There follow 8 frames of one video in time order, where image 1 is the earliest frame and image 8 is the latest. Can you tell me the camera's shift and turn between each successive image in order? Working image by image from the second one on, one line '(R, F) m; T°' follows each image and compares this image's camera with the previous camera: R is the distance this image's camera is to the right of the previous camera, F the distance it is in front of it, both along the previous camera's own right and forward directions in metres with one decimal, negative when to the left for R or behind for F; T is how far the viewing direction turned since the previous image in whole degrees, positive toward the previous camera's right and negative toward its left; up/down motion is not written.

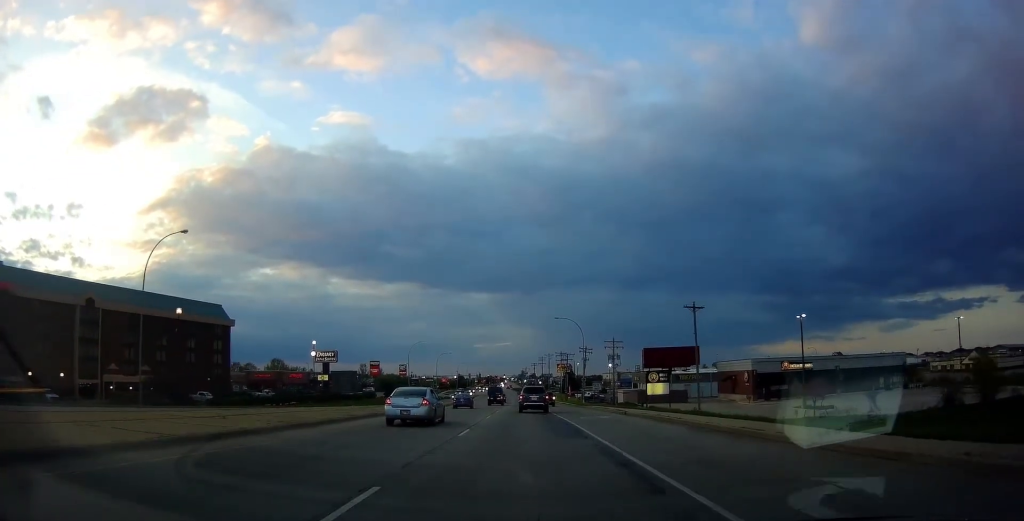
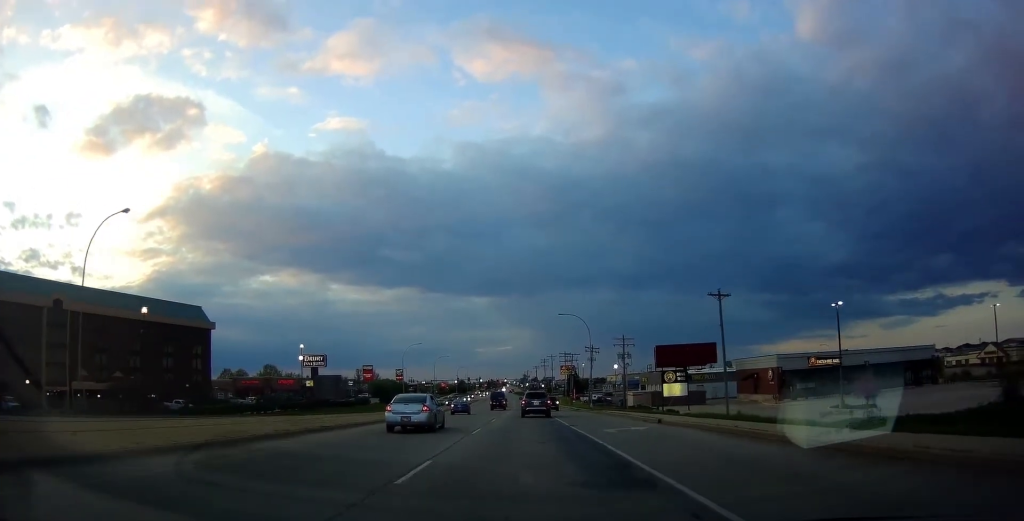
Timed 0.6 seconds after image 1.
(0.0, +8.4) m; 0°
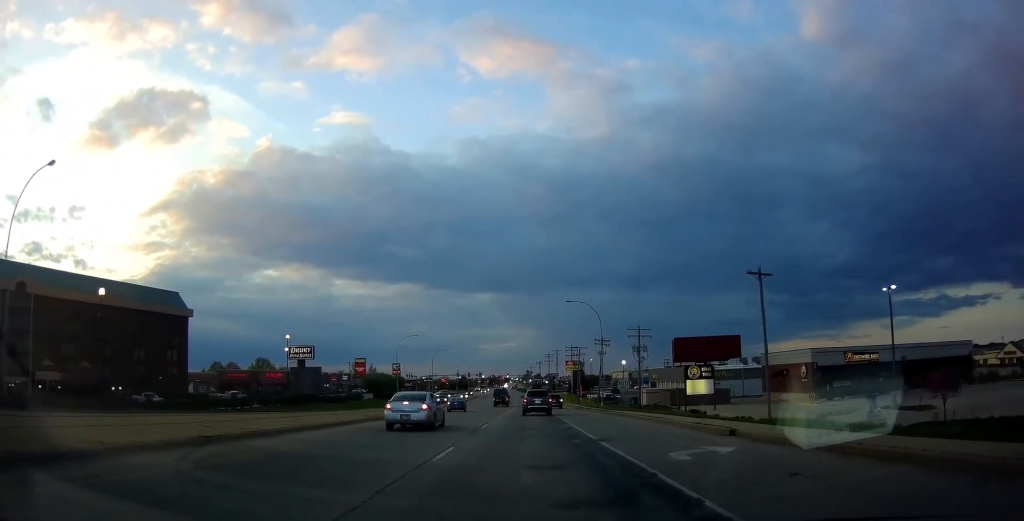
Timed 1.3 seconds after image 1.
(0.0, +9.3) m; 0°
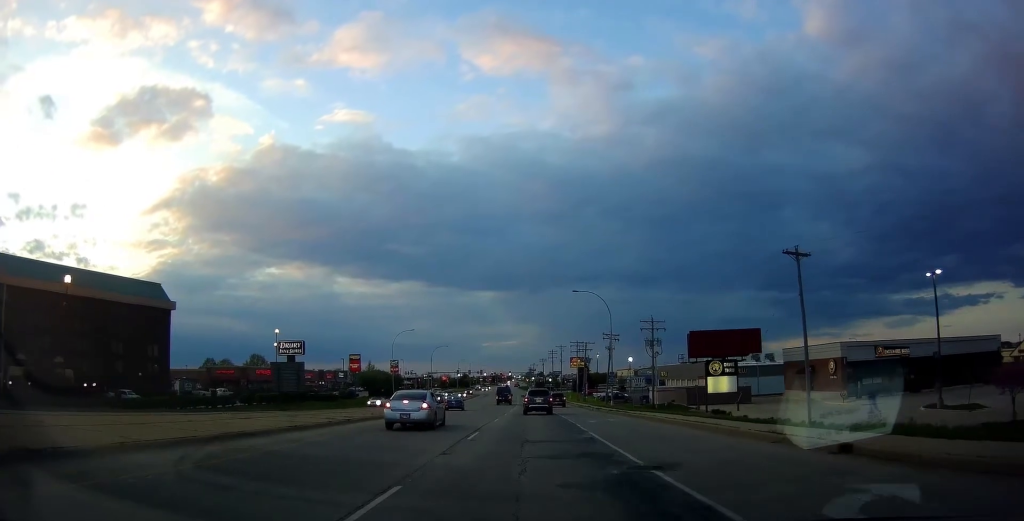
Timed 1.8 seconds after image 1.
(0.0, +6.6) m; +1°
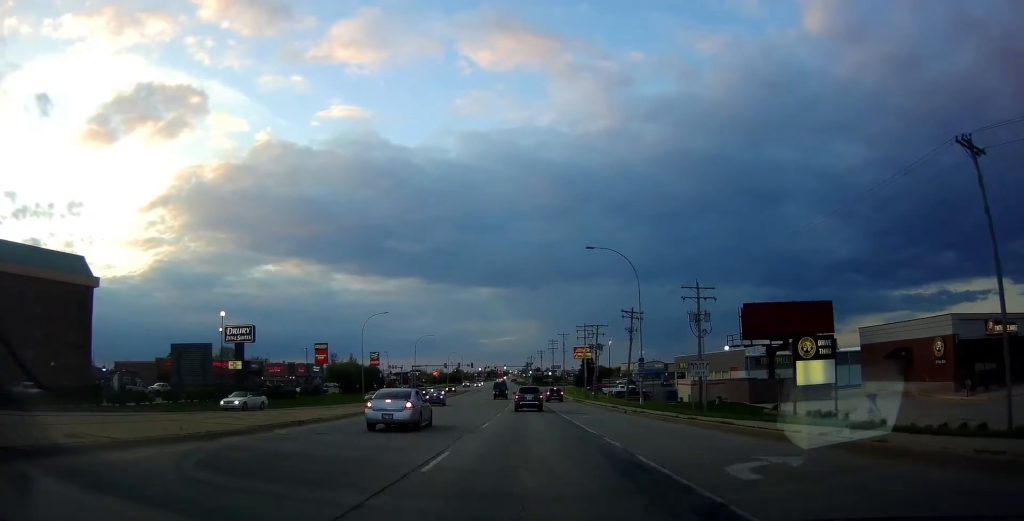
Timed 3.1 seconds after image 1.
(+0.4, +19.7) m; +1°
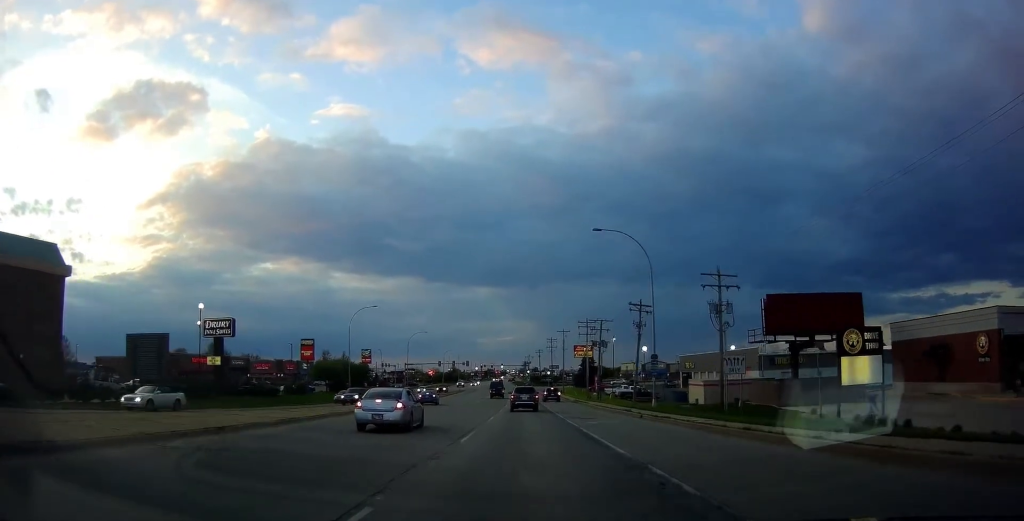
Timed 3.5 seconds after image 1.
(0.0, +5.8) m; 0°
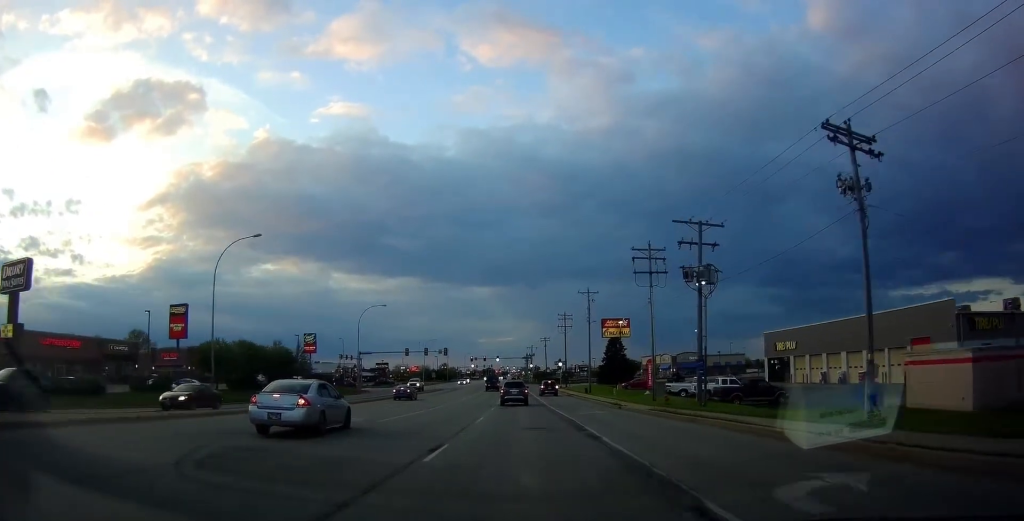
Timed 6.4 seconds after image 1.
(-1.0, +42.1) m; -1°
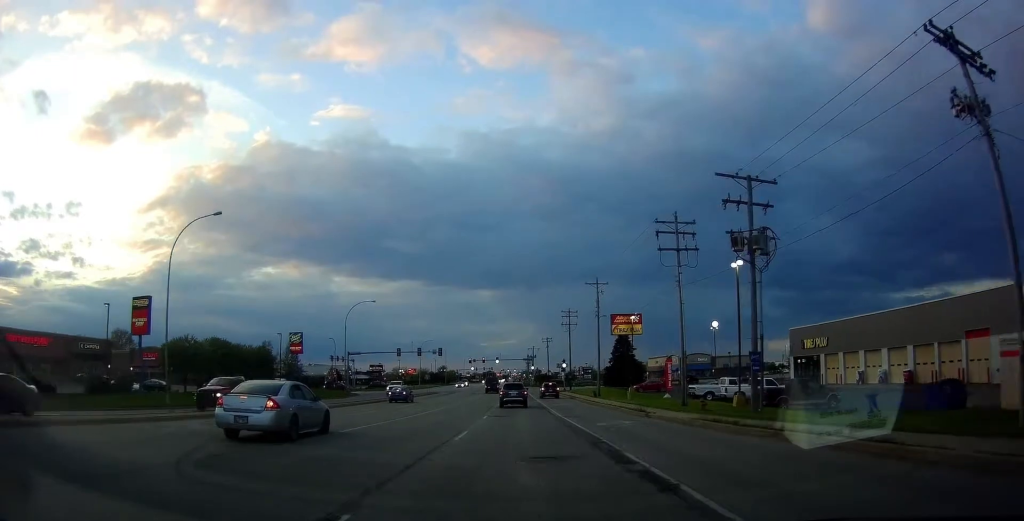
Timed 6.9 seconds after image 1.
(0.0, +7.5) m; 0°
